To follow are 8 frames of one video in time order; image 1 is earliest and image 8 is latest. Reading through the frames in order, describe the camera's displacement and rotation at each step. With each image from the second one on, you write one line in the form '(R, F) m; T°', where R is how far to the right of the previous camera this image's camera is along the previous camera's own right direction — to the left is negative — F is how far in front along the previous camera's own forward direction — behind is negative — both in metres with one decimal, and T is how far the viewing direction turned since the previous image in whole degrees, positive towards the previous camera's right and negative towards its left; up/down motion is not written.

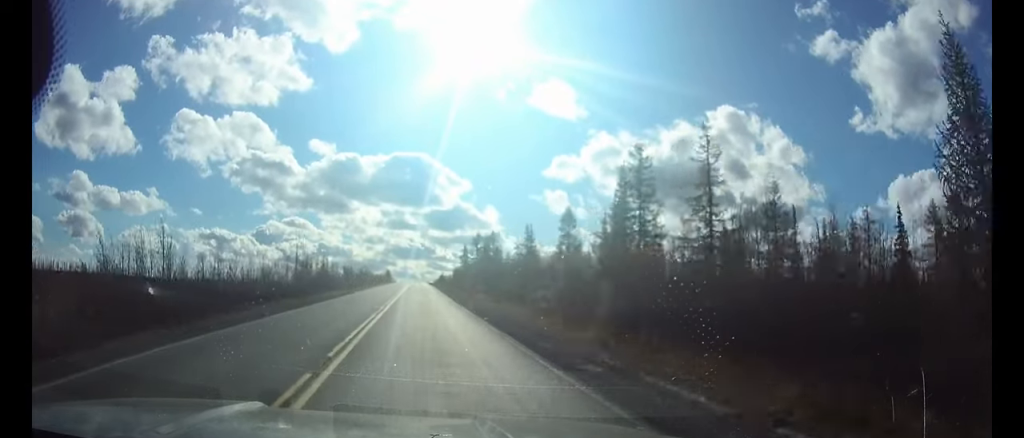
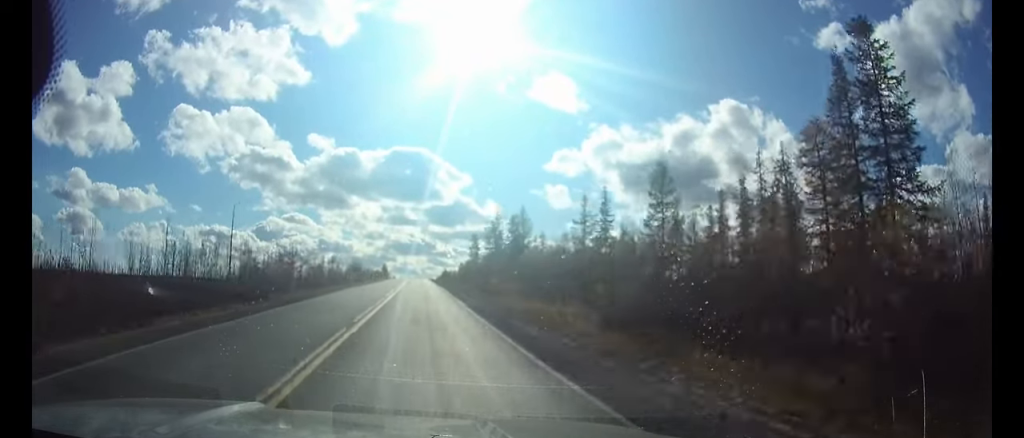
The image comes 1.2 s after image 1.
(0.0, +29.8) m; 0°
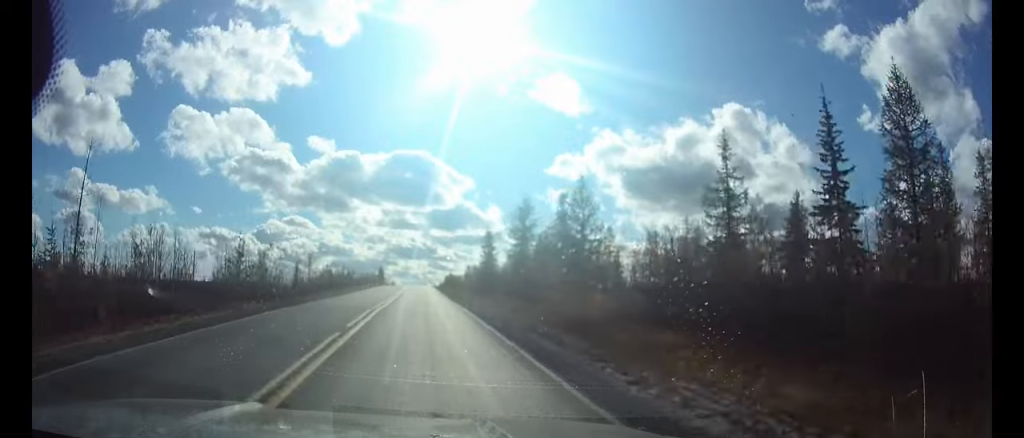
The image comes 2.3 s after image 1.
(0.0, +26.6) m; 0°
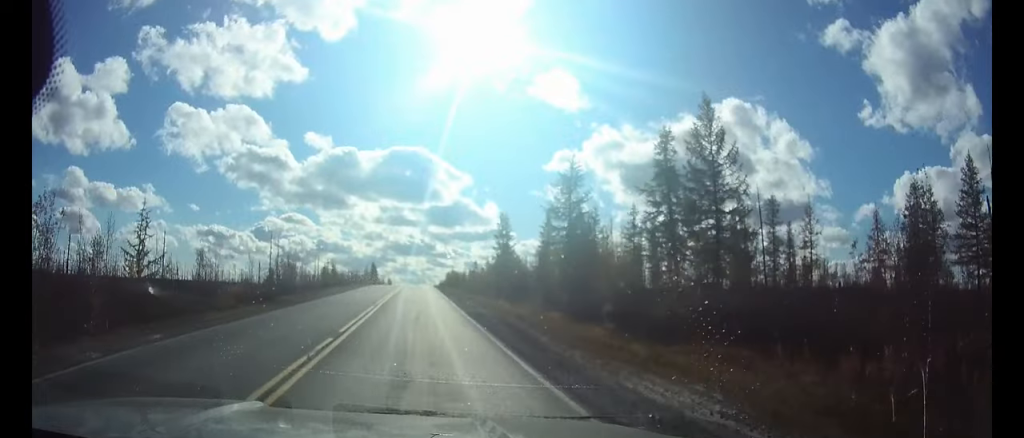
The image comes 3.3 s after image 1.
(0.0, +23.8) m; 0°
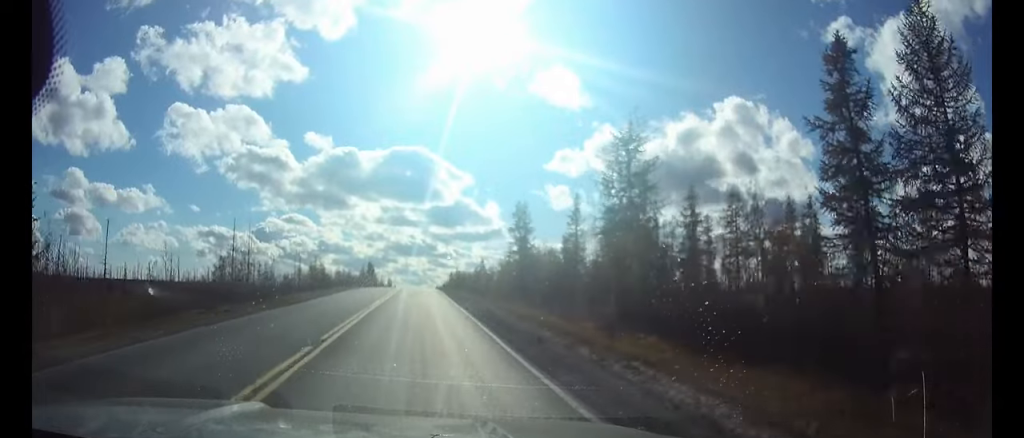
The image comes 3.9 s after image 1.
(0.0, +14.4) m; 0°
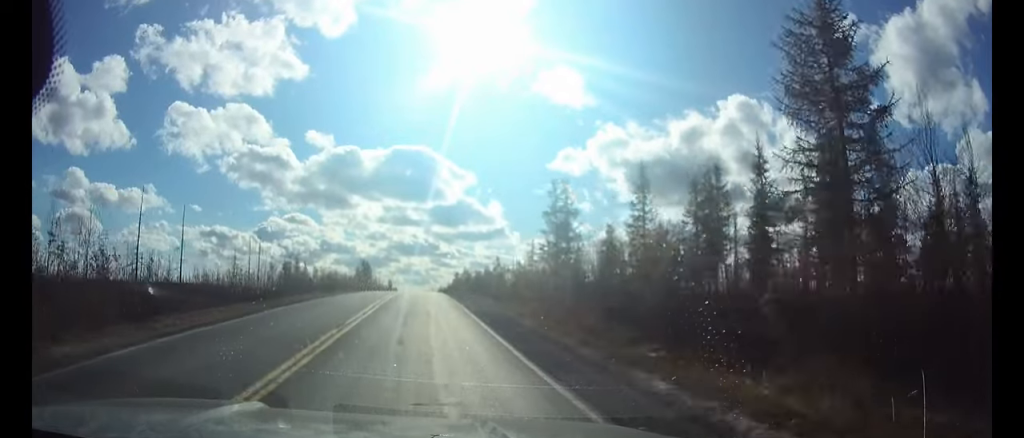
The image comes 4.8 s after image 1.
(0.0, +20.7) m; 0°
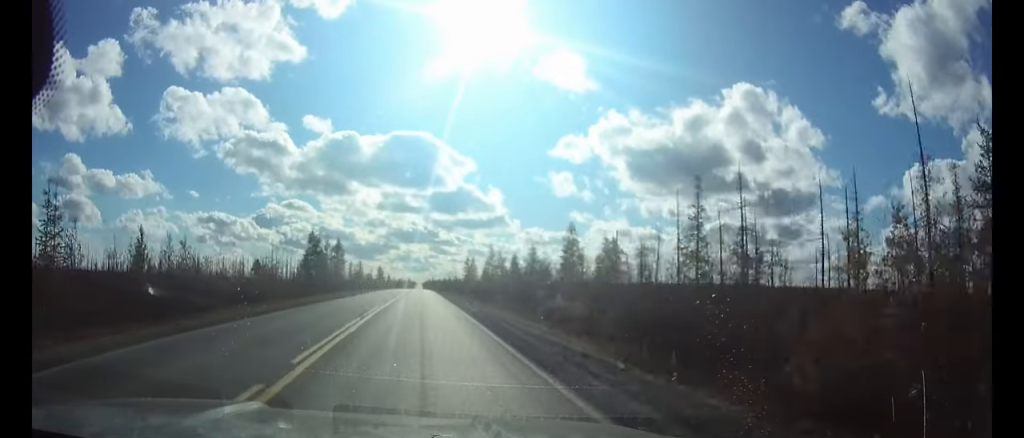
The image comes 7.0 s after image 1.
(0.0, +54.2) m; 0°
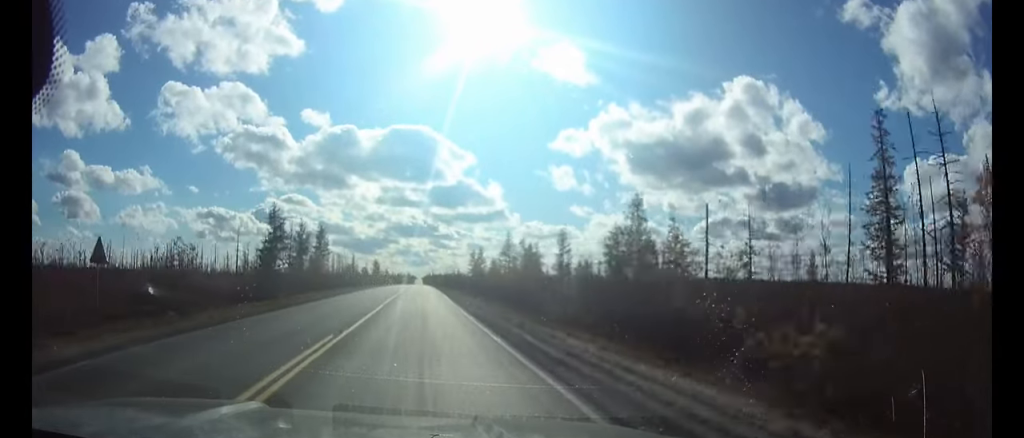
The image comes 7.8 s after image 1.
(0.0, +18.2) m; 0°
